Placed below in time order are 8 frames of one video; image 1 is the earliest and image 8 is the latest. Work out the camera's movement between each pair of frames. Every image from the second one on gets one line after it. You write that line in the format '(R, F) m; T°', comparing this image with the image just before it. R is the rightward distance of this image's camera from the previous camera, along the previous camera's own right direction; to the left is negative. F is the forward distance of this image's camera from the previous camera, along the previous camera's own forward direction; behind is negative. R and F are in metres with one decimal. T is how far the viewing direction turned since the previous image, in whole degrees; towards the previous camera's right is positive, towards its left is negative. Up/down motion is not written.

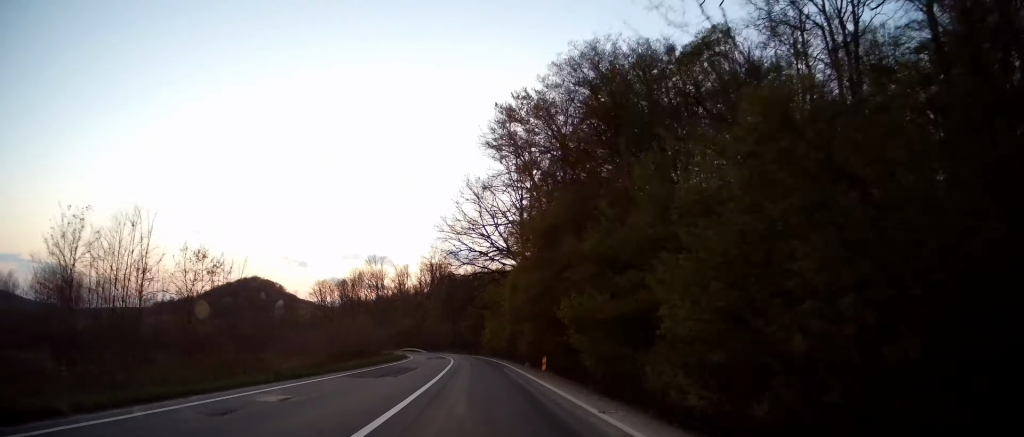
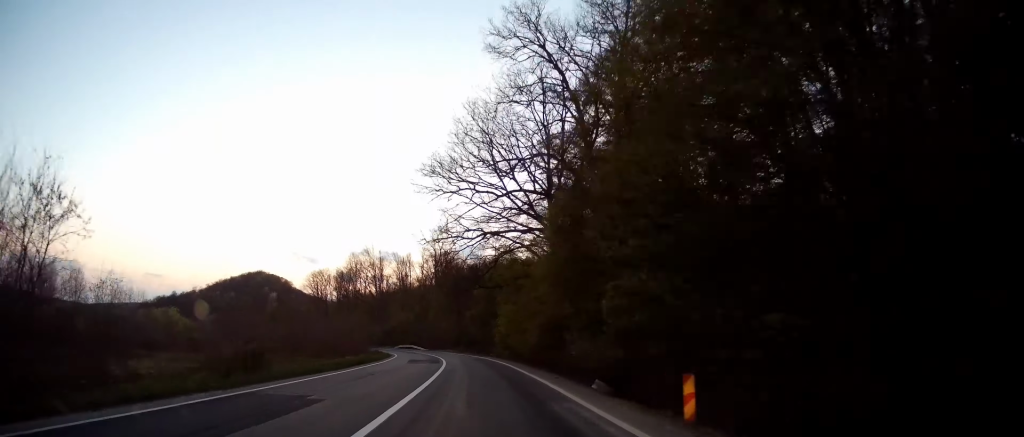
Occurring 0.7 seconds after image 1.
(-0.1, +18.7) m; -1°
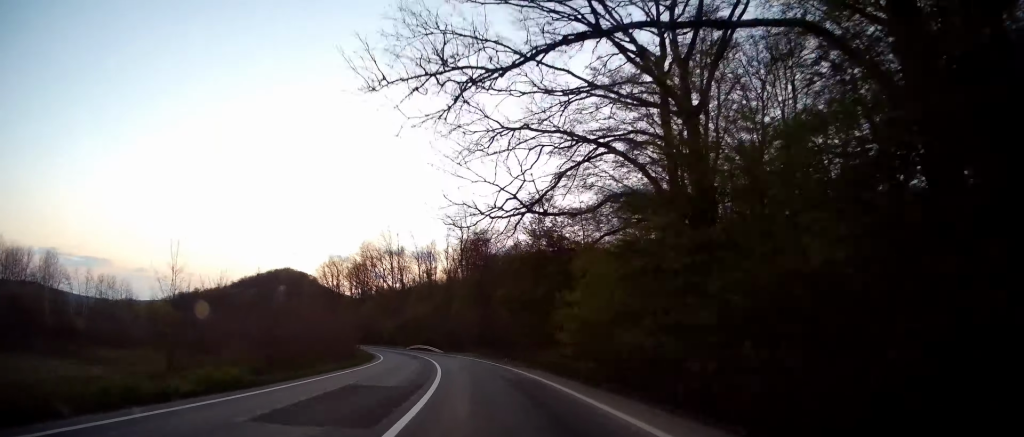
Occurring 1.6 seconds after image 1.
(-0.1, +24.7) m; -2°
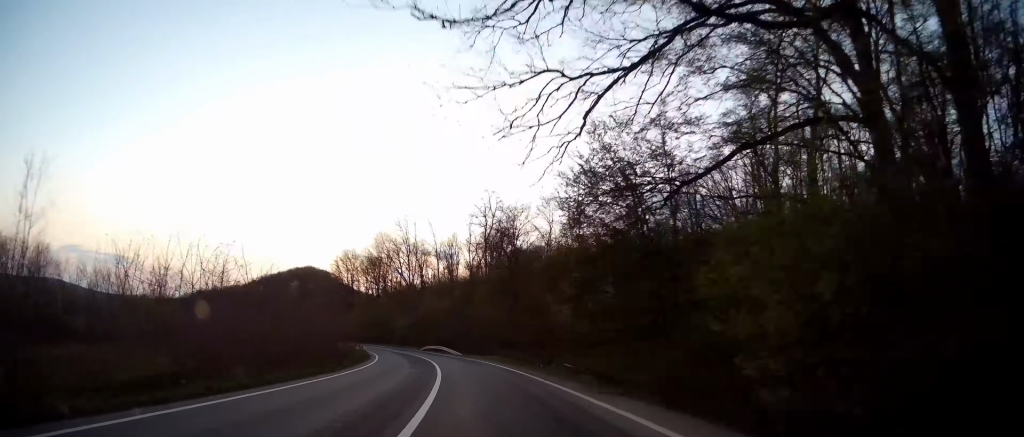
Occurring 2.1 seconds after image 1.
(-0.1, +12.2) m; -2°
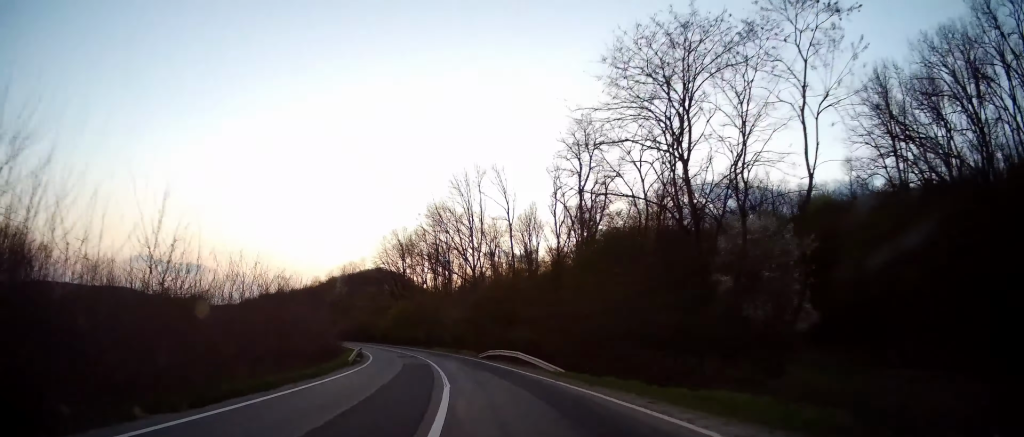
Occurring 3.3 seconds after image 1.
(-1.4, +31.6) m; -6°
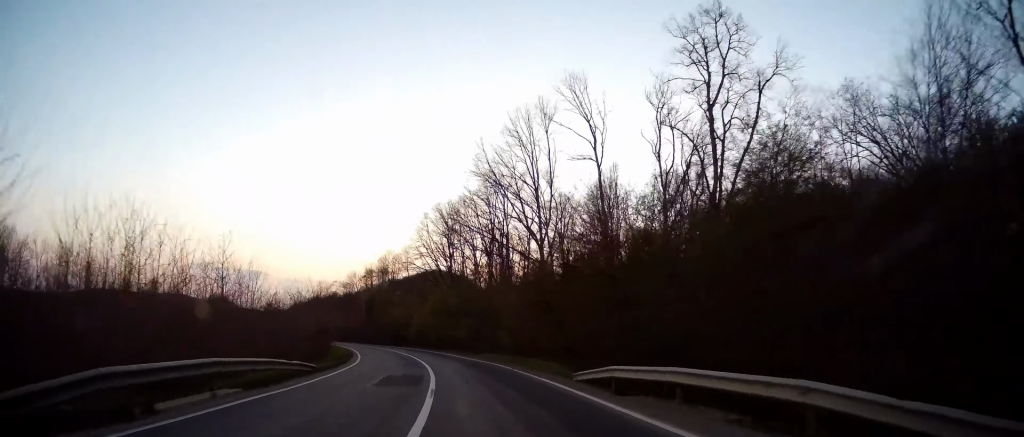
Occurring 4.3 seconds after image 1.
(-1.1, +24.4) m; -7°
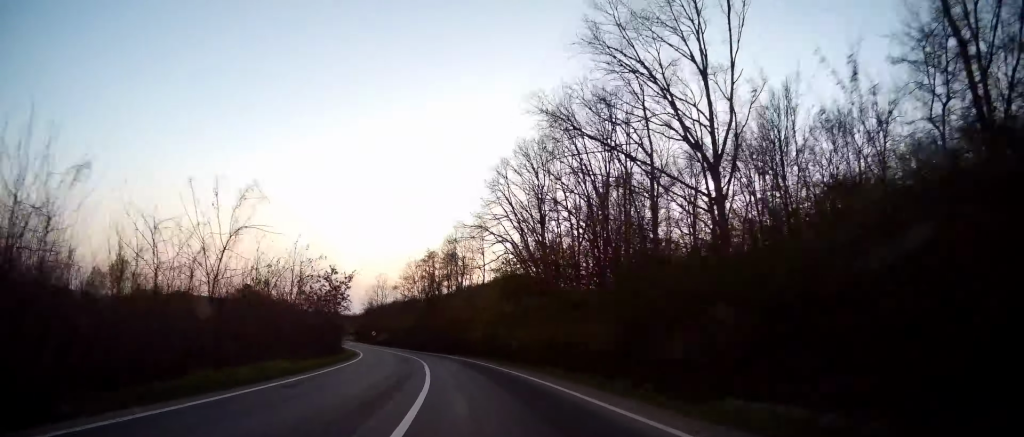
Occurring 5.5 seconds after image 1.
(-2.9, +31.1) m; -10°
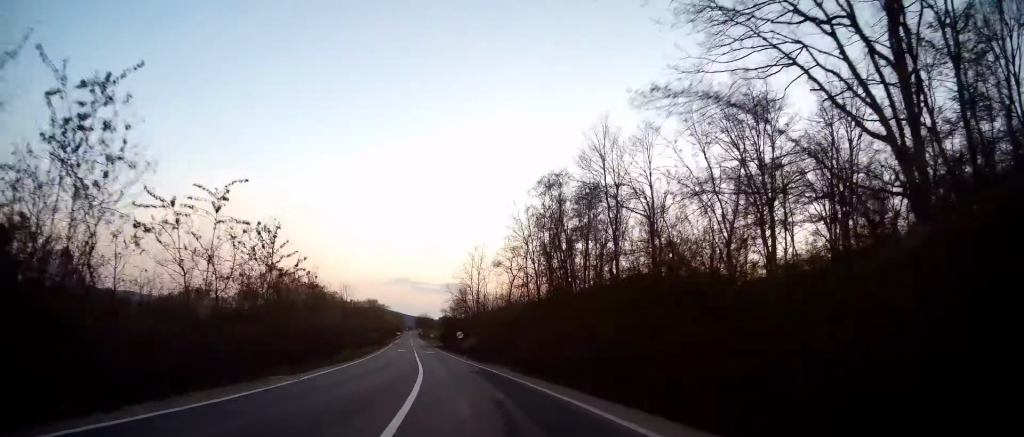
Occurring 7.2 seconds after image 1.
(-4.6, +43.7) m; -14°
